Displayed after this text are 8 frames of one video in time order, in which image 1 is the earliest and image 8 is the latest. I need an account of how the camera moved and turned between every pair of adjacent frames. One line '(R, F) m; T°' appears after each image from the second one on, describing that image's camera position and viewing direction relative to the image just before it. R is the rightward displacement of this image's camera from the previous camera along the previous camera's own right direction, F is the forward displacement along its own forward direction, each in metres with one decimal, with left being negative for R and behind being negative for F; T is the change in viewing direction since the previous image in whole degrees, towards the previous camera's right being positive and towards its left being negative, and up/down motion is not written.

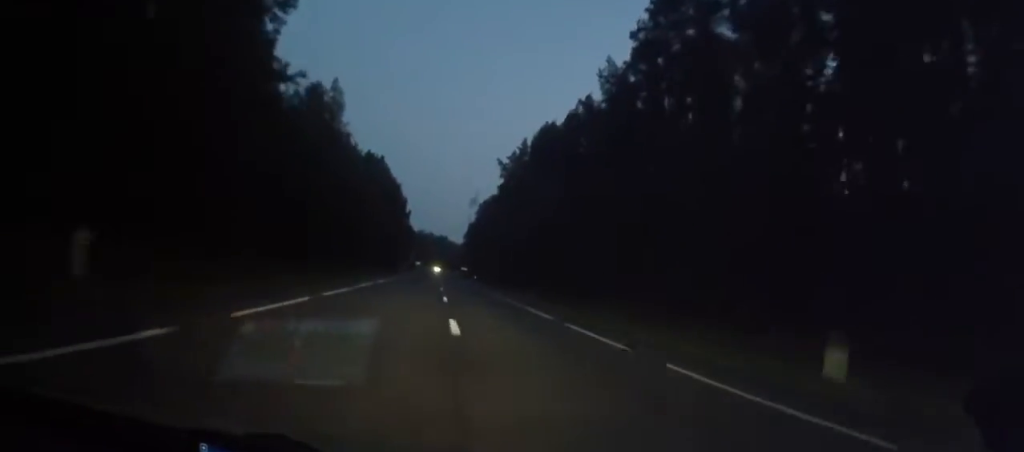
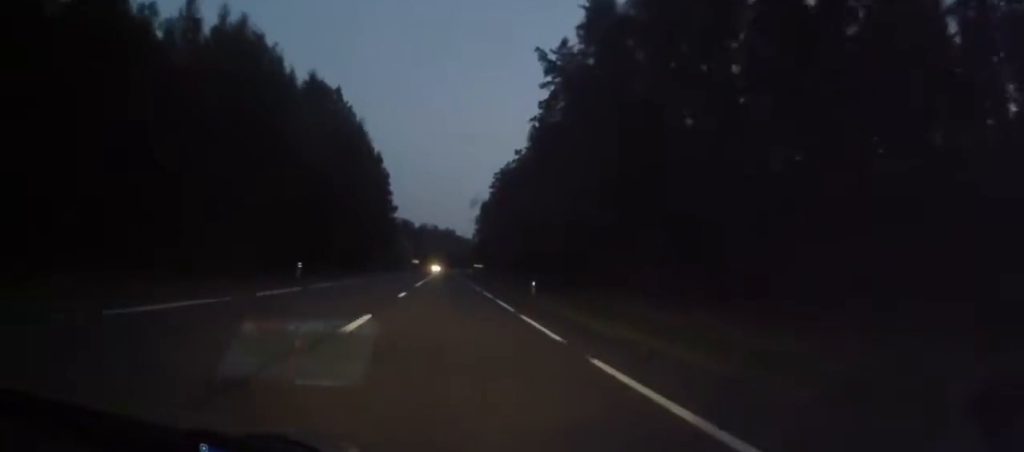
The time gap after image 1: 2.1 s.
(+1.0, +74.2) m; +2°
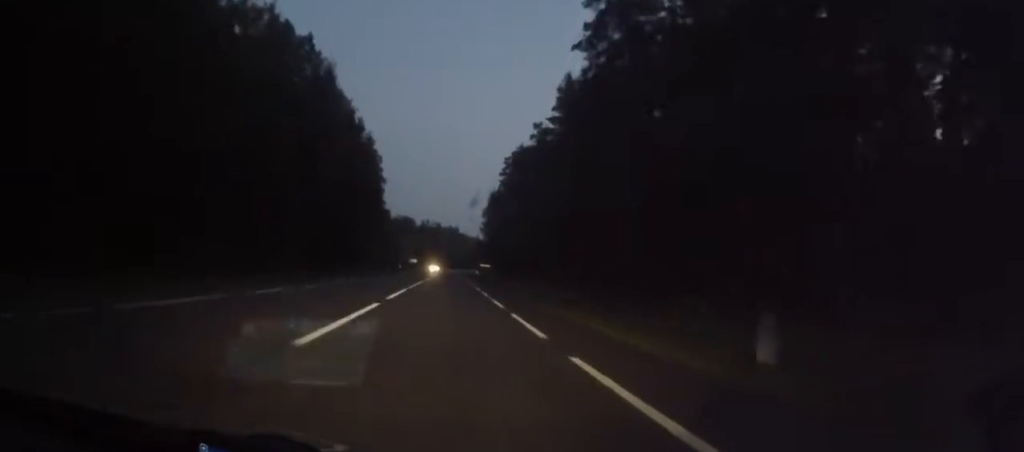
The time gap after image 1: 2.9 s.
(0.0, +27.8) m; 0°
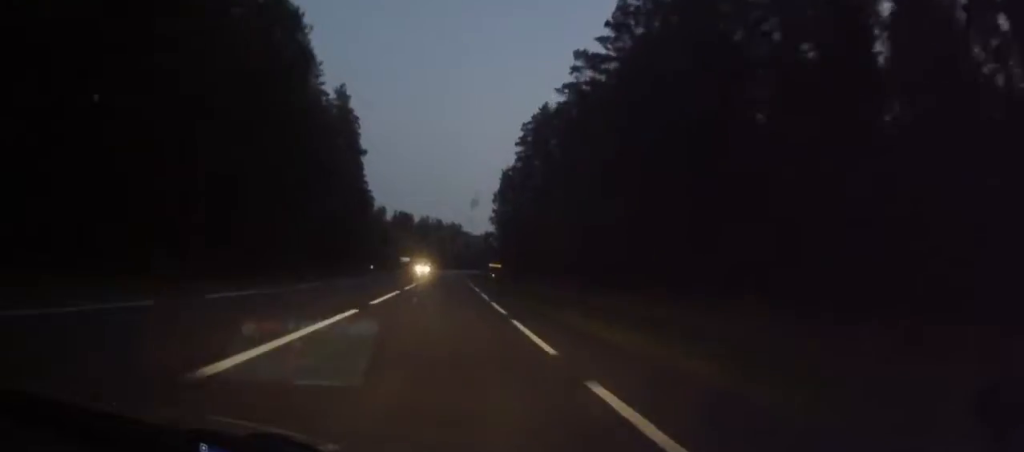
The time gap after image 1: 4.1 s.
(-0.4, +40.2) m; -1°
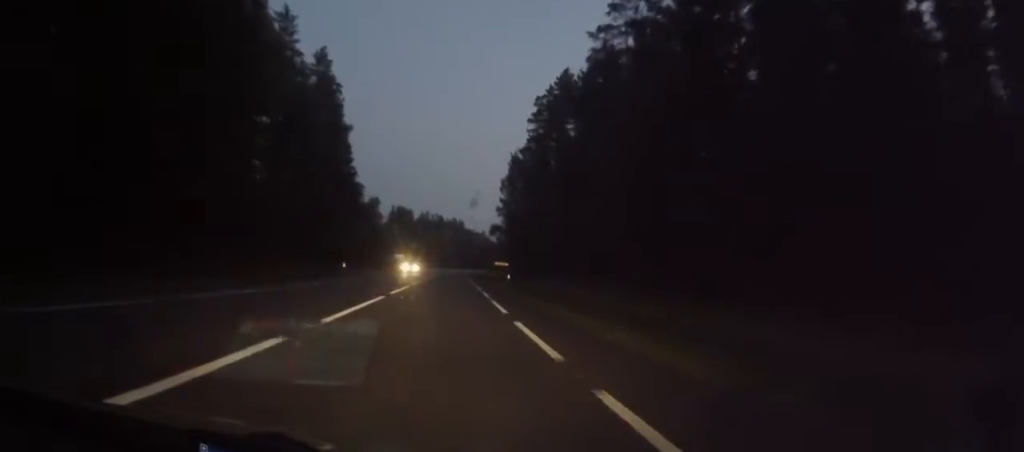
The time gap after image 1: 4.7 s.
(-0.1, +19.1) m; 0°
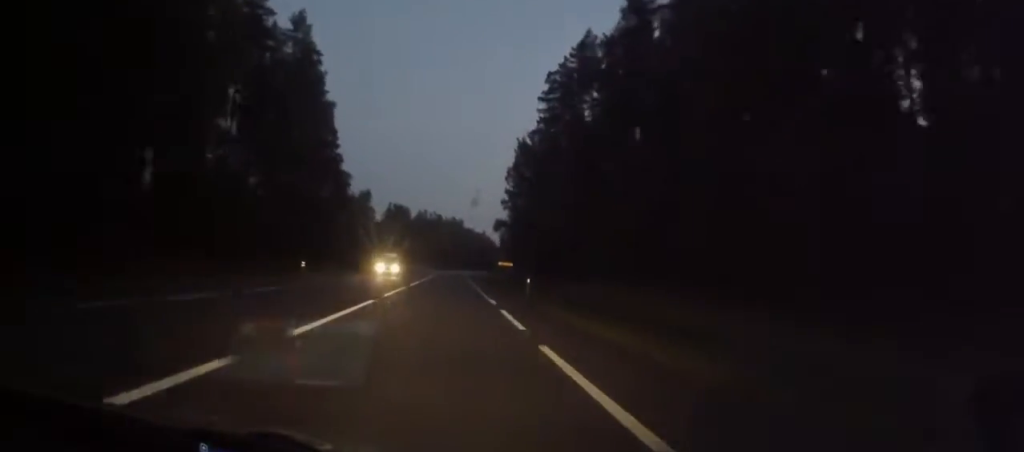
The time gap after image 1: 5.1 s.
(0.0, +14.6) m; 0°
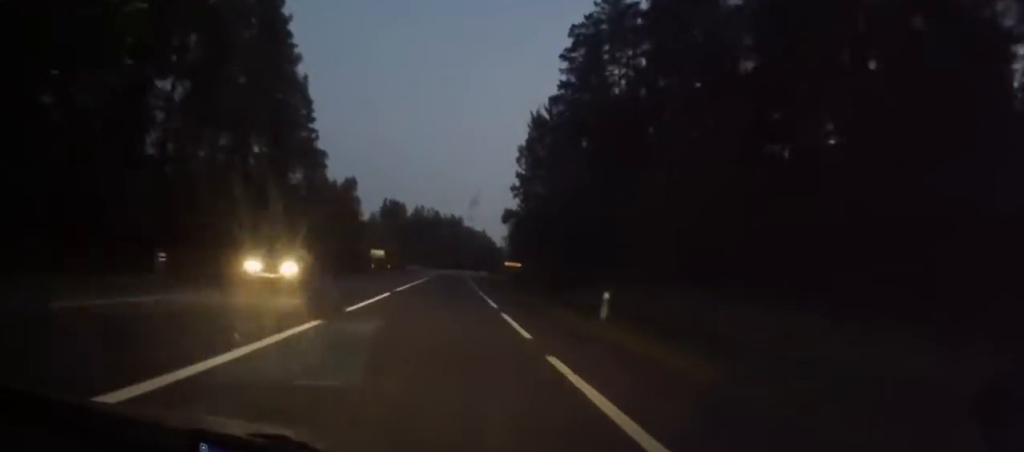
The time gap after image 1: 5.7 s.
(0.0, +19.7) m; 0°
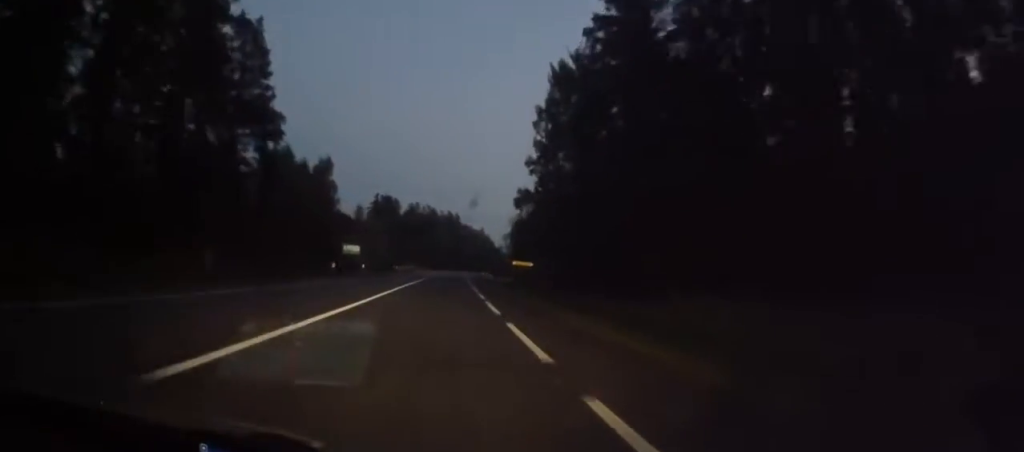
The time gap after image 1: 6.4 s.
(0.0, +21.6) m; 0°
